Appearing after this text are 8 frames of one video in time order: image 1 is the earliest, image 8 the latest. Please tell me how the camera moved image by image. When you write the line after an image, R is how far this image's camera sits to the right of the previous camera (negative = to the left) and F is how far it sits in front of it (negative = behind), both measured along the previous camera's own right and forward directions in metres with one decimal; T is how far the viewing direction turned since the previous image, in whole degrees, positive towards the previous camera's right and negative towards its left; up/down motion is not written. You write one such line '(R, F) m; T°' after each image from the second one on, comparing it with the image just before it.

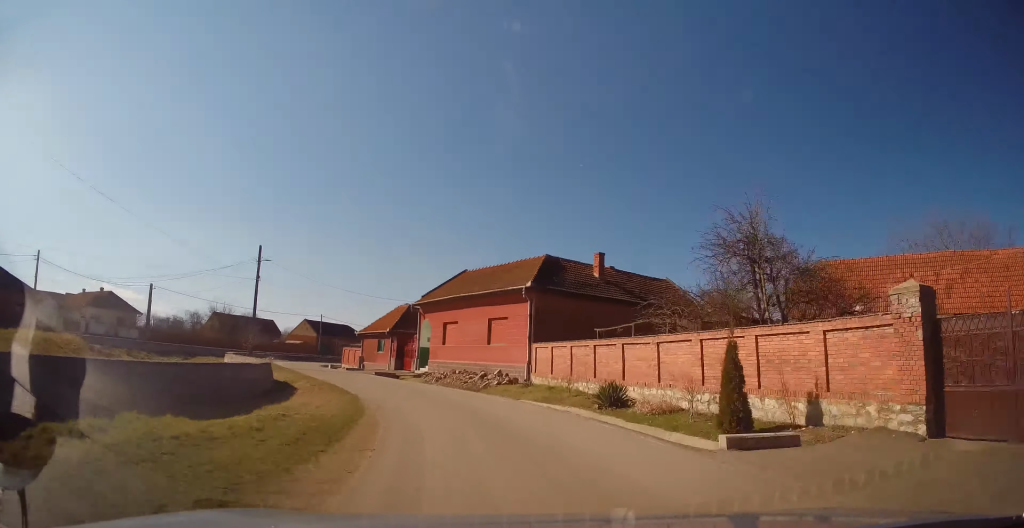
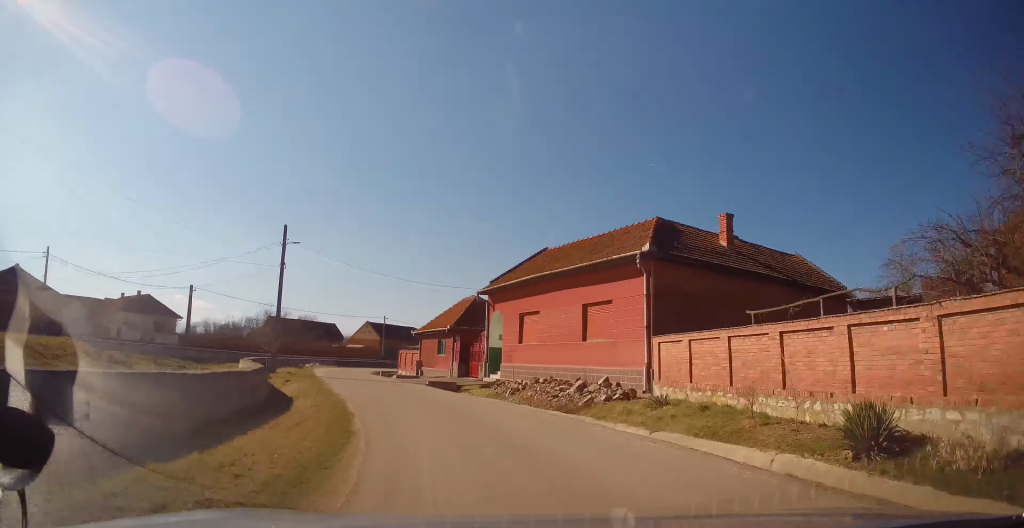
(-0.6, +8.5) m; -5°
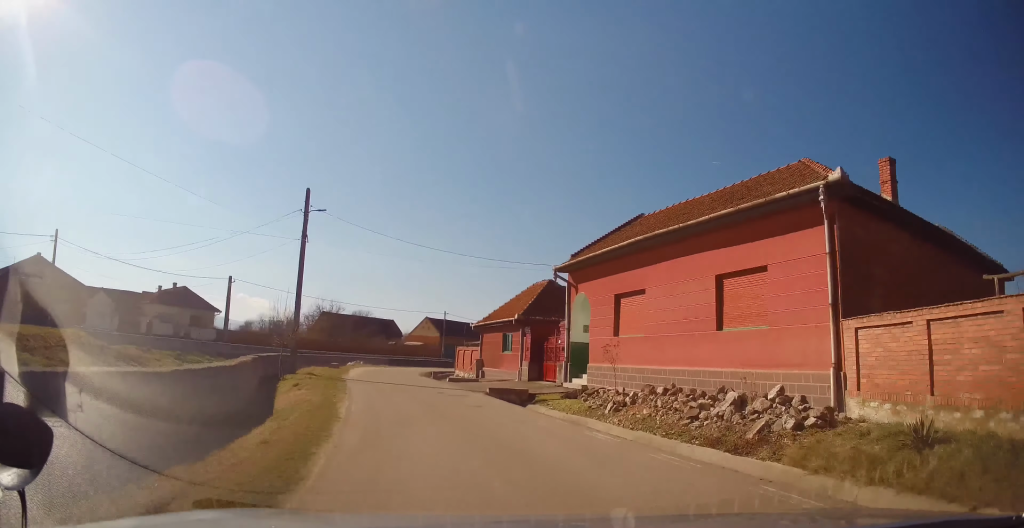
(-0.1, +7.1) m; -5°
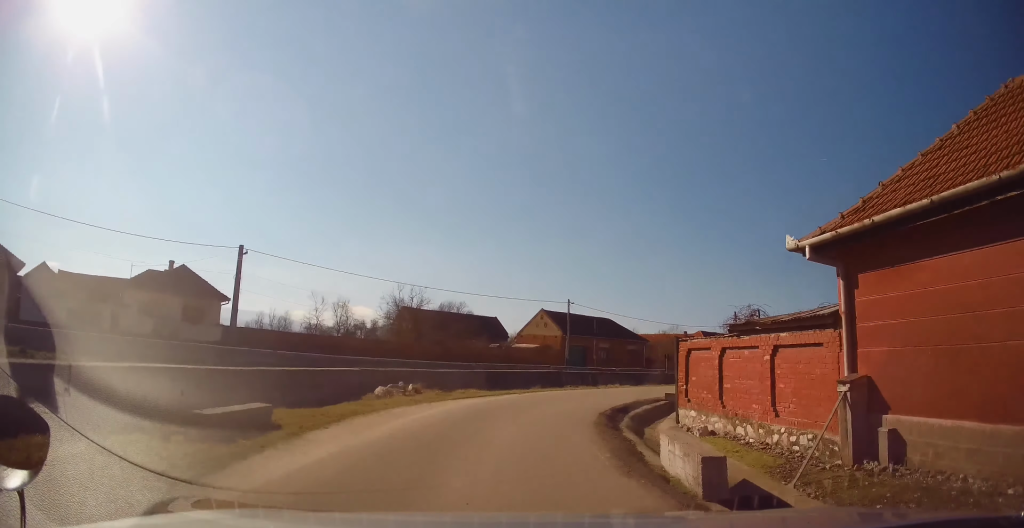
(-4.8, +24.4) m; -17°
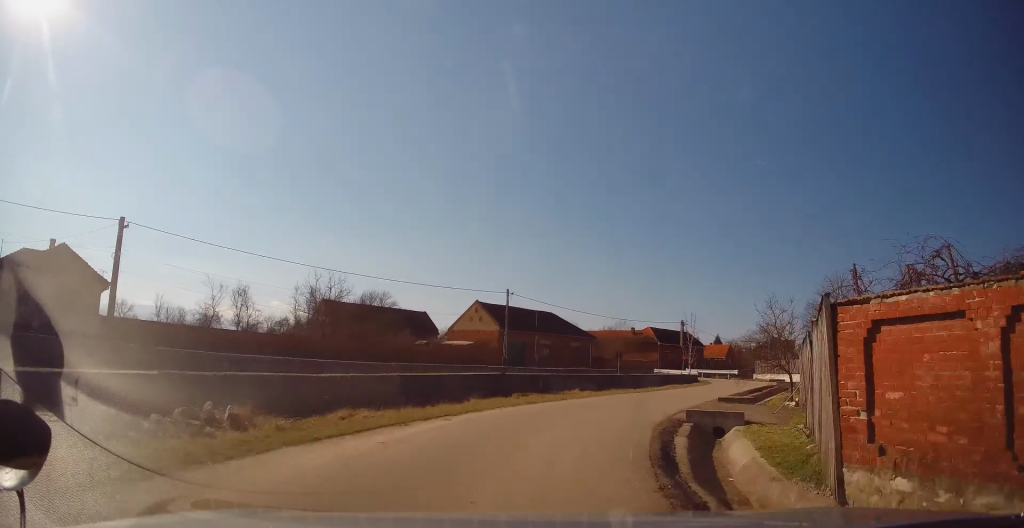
(0.0, +8.3) m; +4°
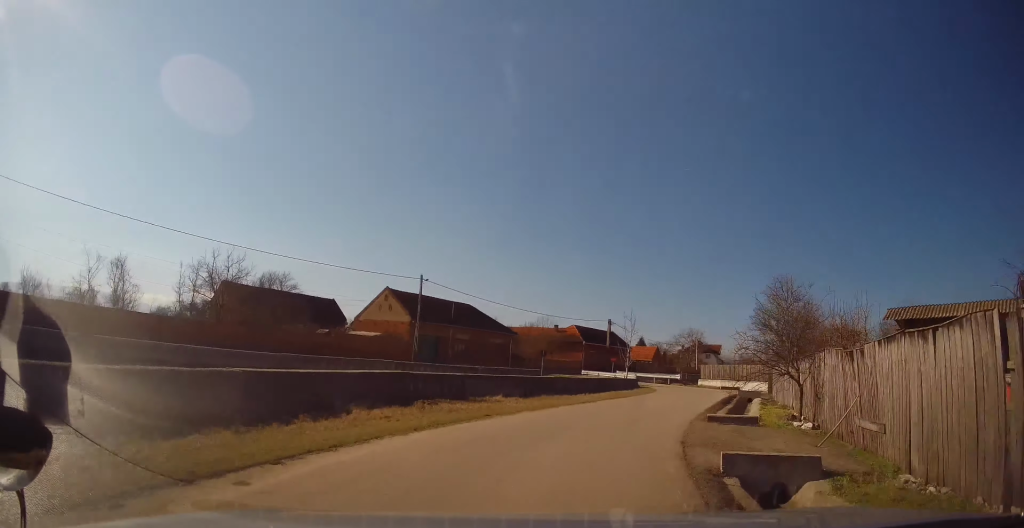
(-0.4, +6.5) m; +6°
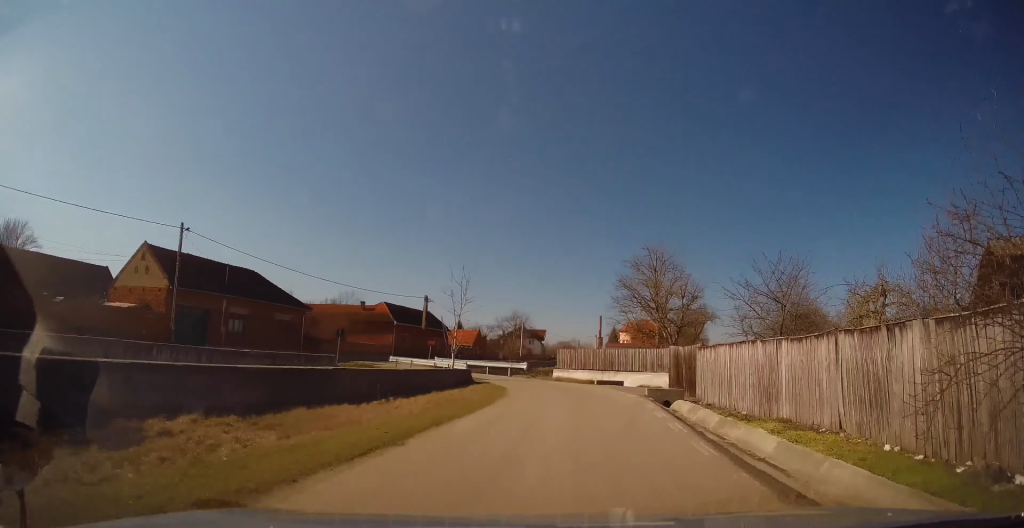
(+2.3, +12.8) m; +18°
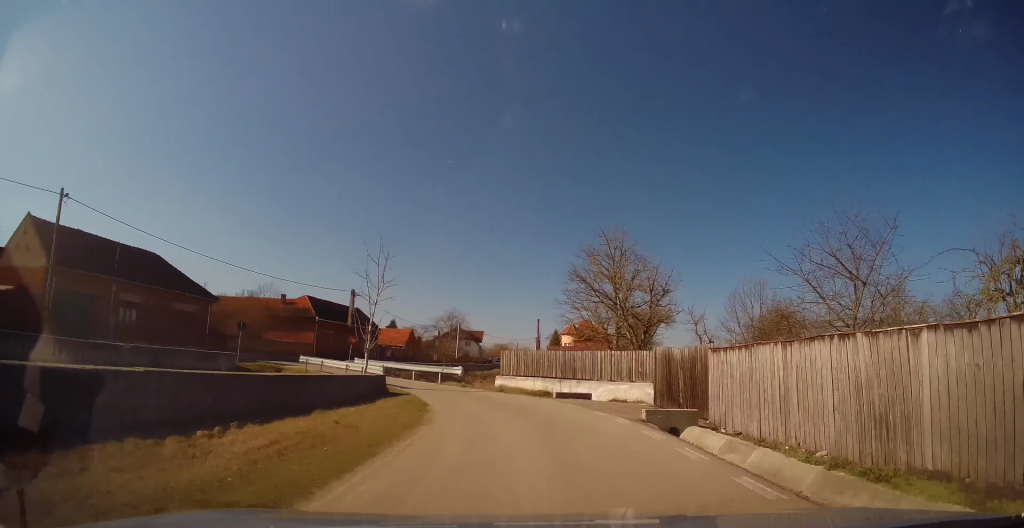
(+0.8, +6.5) m; +5°
